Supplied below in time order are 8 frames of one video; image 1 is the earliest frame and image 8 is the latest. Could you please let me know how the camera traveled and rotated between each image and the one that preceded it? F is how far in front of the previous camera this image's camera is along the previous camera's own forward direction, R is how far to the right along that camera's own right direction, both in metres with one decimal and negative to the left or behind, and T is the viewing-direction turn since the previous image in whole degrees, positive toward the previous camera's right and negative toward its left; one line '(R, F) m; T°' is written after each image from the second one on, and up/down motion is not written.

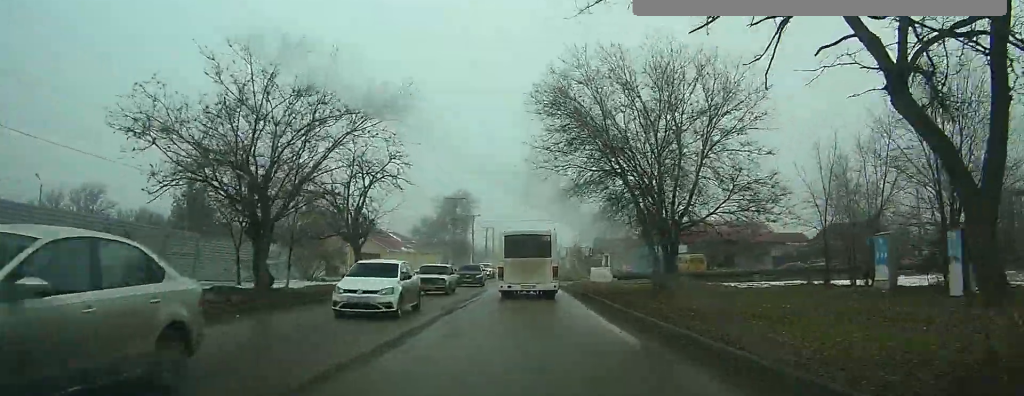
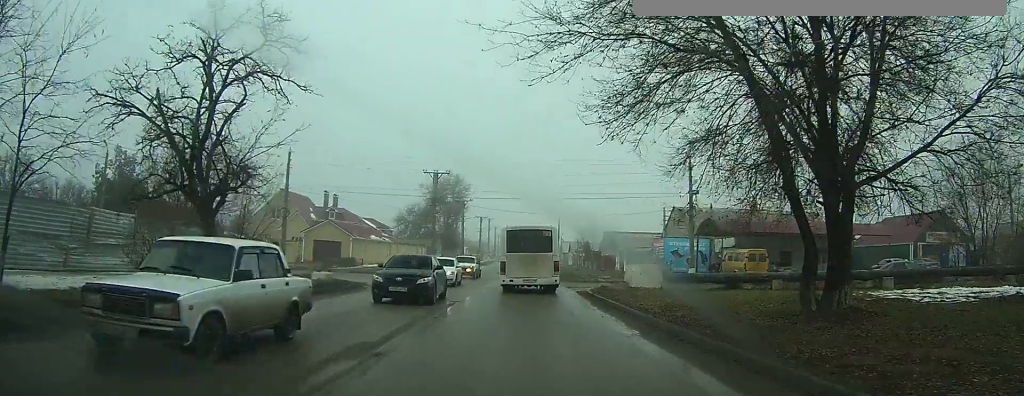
(+0.1, +11.5) m; +1°
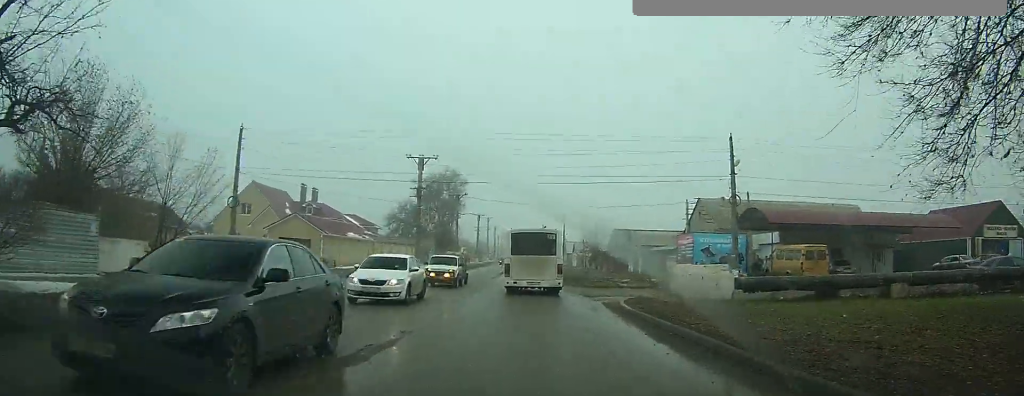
(0.0, +7.2) m; 0°
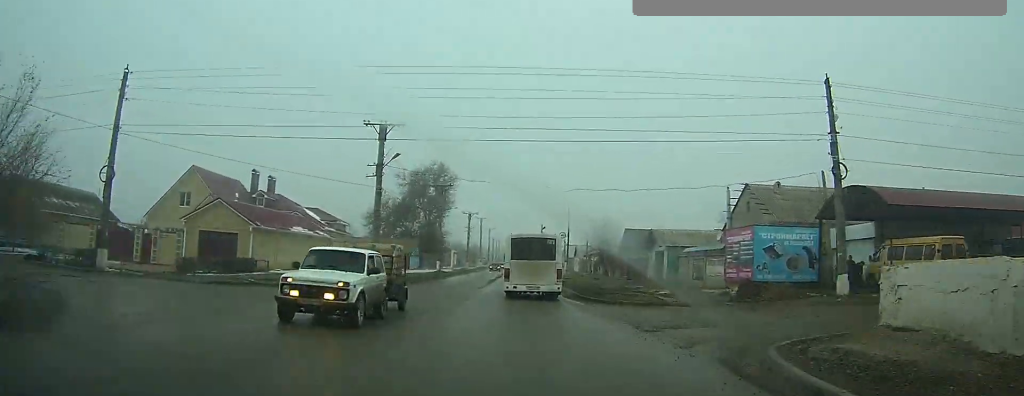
(0.0, +11.6) m; -1°
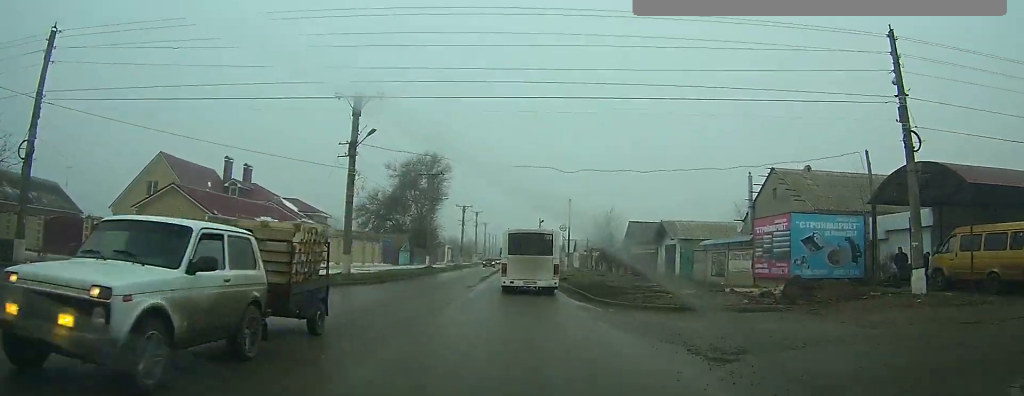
(0.0, +5.1) m; -1°
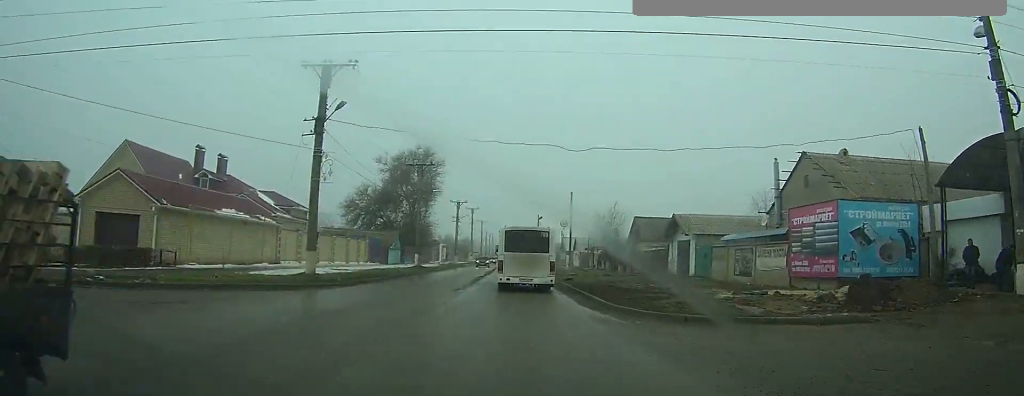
(-0.1, +5.1) m; -1°
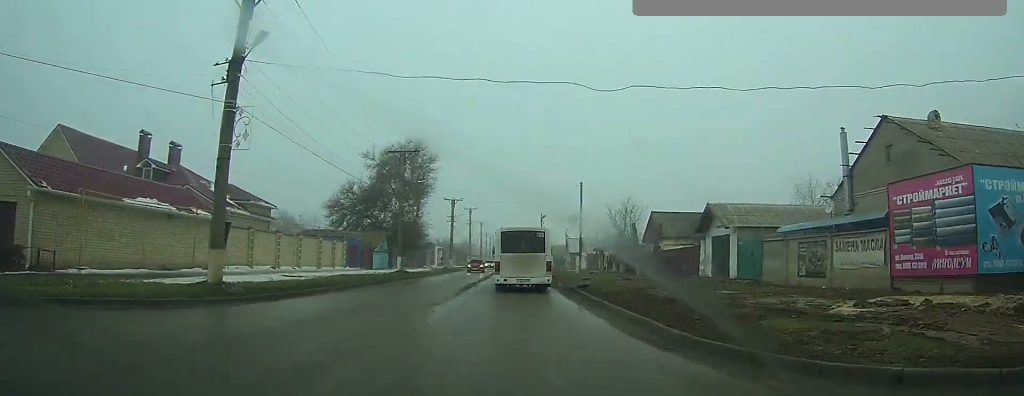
(-0.1, +8.7) m; -1°
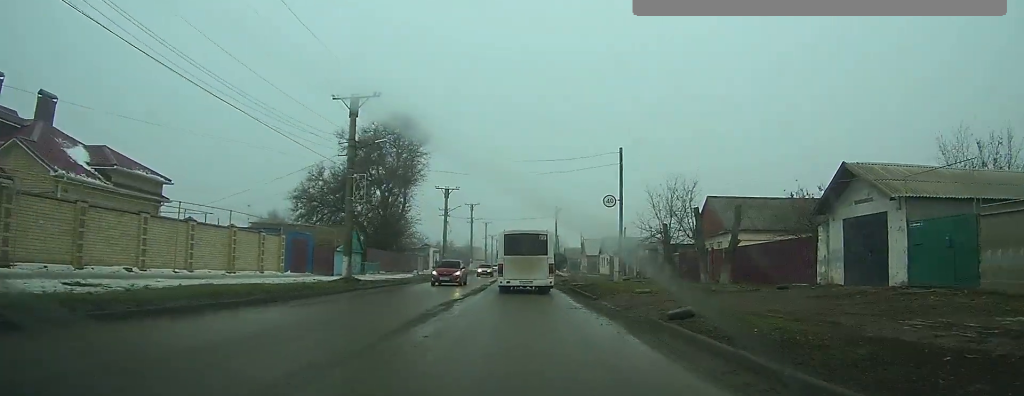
(0.0, +15.6) m; 0°
